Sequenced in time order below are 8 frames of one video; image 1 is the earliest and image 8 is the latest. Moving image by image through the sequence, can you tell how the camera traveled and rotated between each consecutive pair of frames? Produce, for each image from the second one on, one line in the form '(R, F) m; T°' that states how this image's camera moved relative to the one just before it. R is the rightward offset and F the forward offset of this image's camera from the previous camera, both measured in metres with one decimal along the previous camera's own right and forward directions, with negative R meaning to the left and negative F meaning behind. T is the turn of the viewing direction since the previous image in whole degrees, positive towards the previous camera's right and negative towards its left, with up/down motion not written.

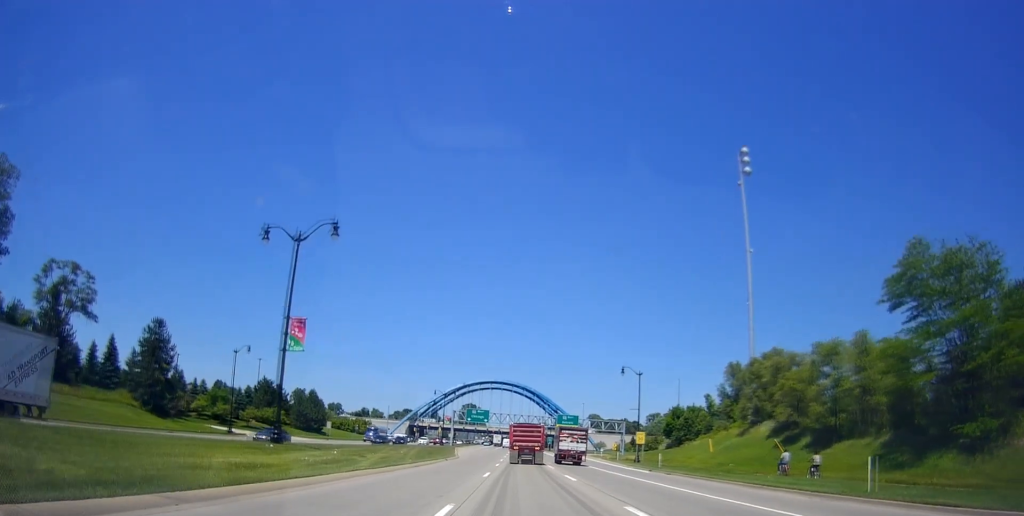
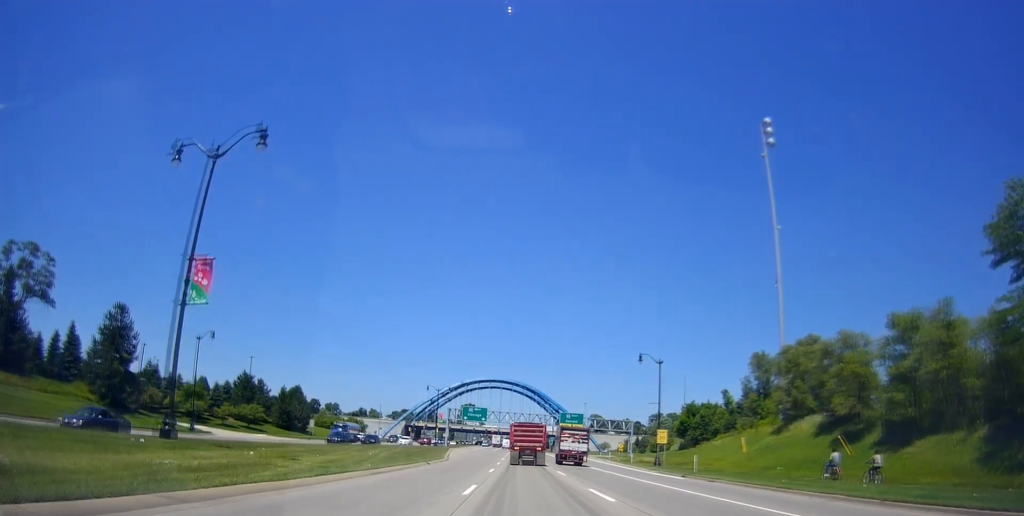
(0.0, +9.4) m; 0°
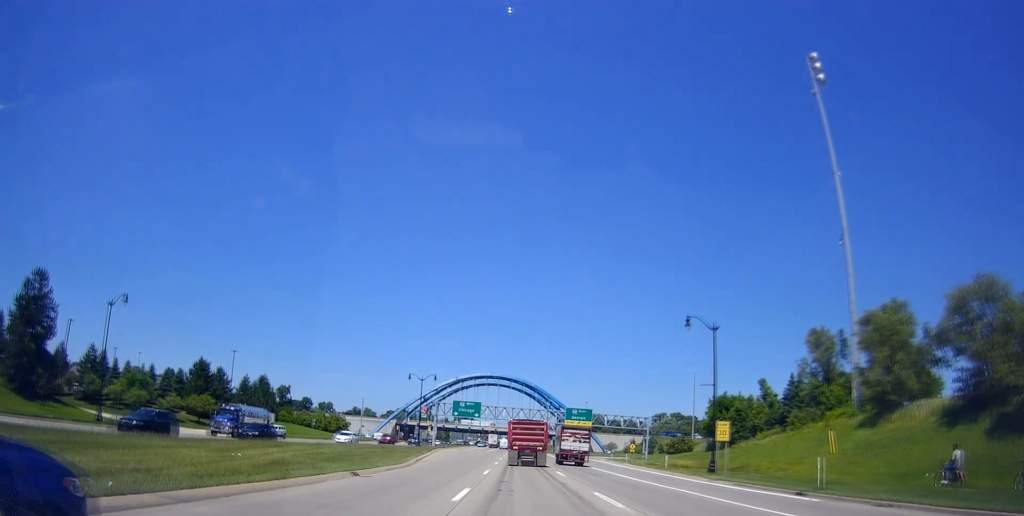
(0.0, +16.6) m; 0°
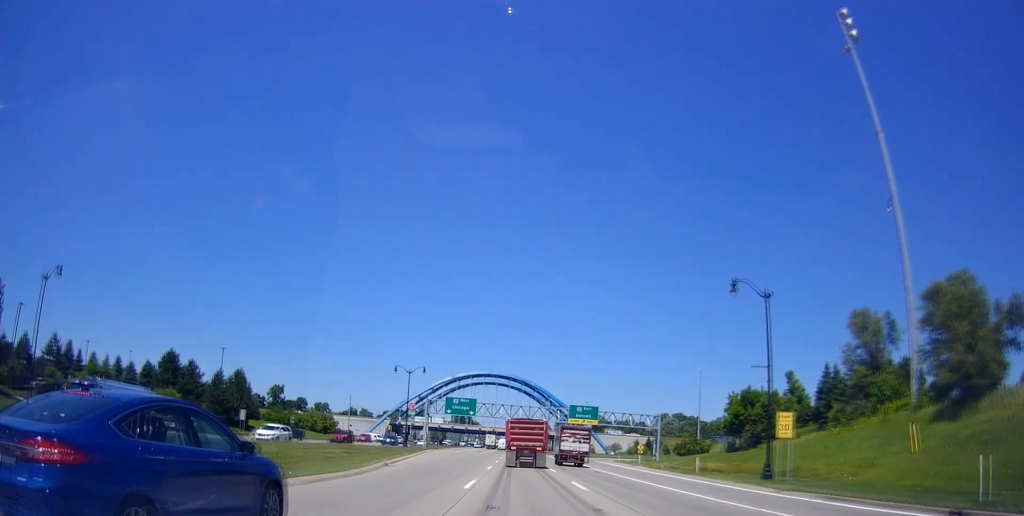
(0.0, +9.7) m; -1°
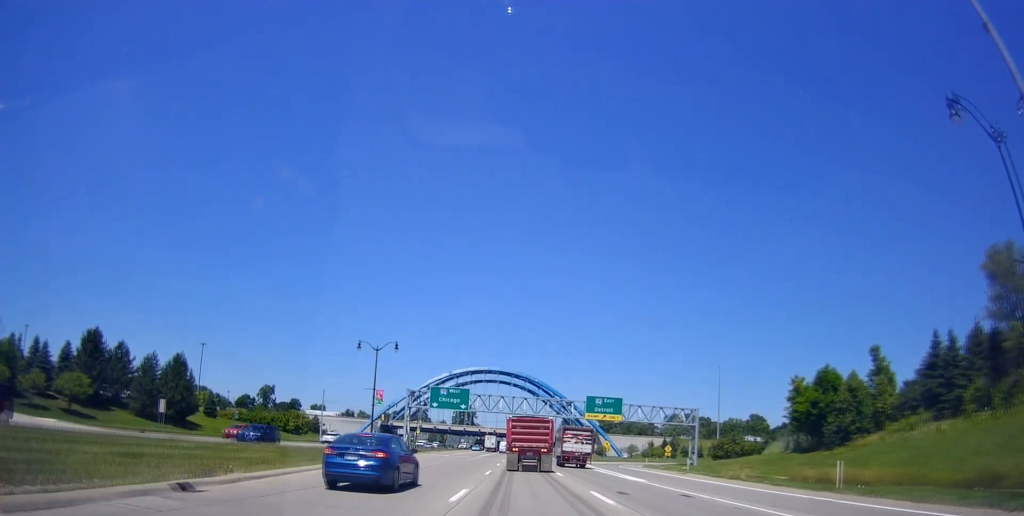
(-0.3, +21.1) m; -1°
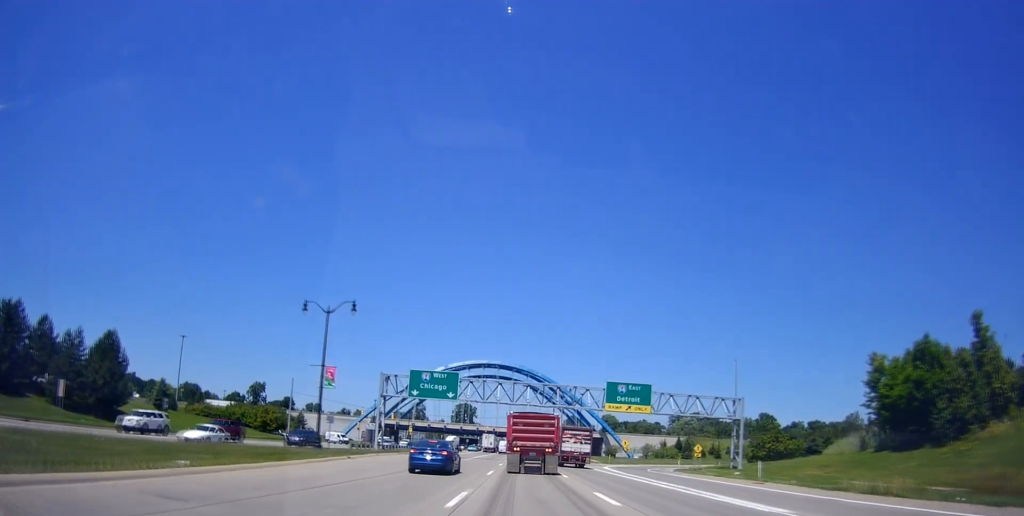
(+0.2, +16.7) m; +1°
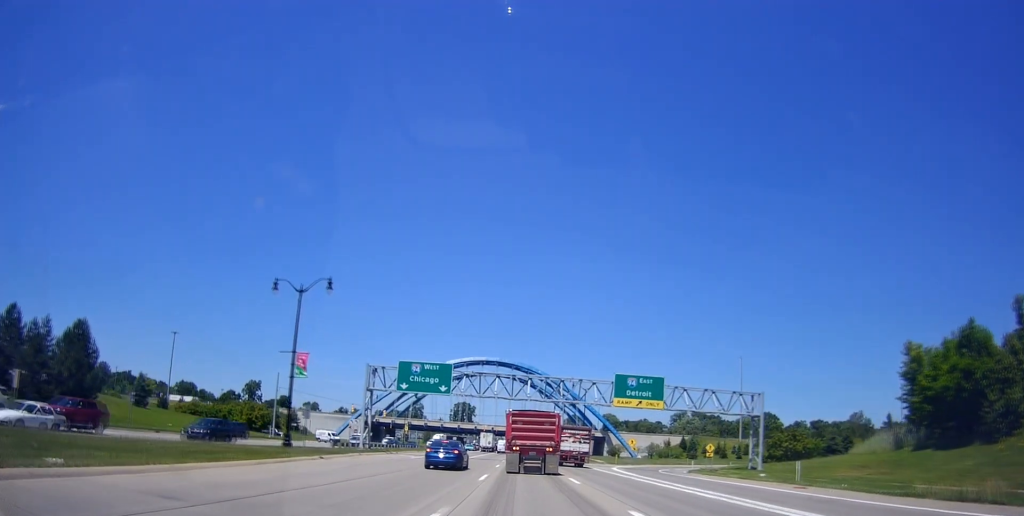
(0.0, +5.8) m; 0°
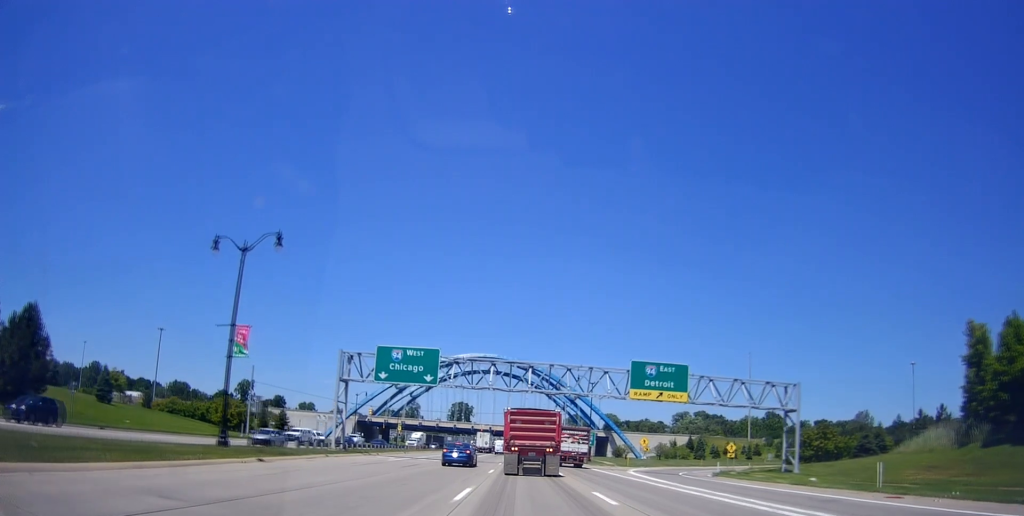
(0.0, +8.6) m; 0°
